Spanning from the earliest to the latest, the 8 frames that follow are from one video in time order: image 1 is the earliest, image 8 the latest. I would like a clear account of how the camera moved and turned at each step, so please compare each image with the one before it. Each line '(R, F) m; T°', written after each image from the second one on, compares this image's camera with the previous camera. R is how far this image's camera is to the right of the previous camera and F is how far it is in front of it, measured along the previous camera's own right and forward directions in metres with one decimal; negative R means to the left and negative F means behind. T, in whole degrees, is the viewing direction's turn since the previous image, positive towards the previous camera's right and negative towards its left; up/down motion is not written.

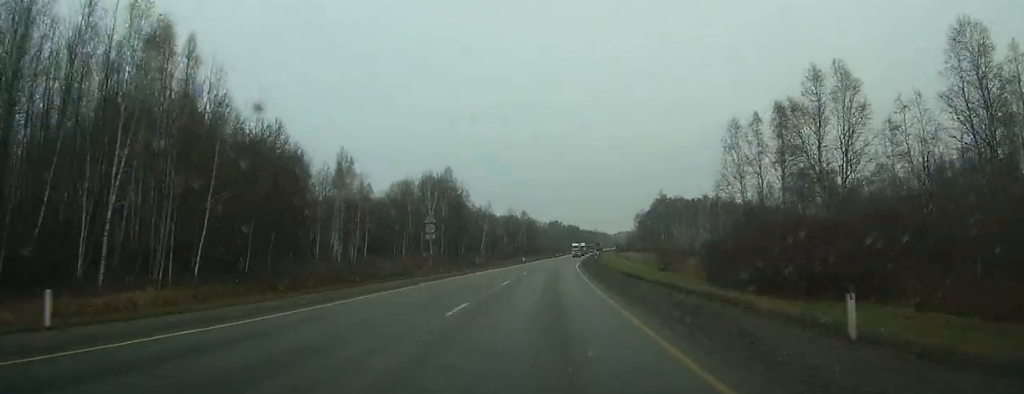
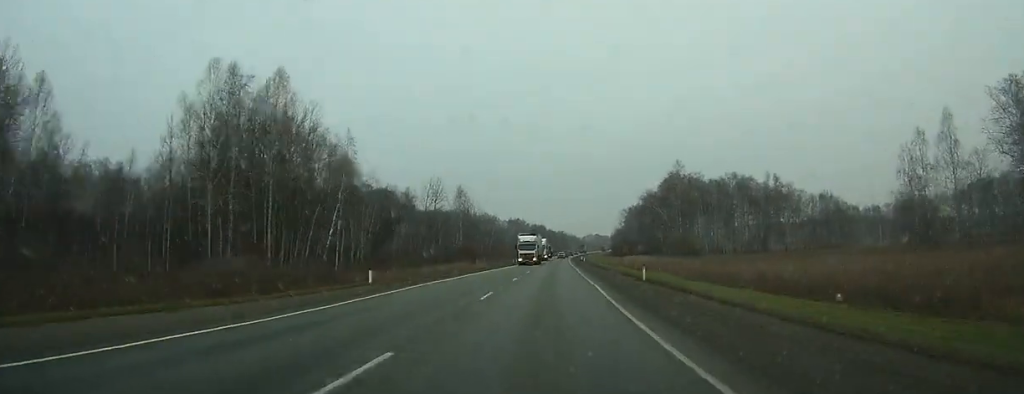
(+1.7, +80.4) m; +3°
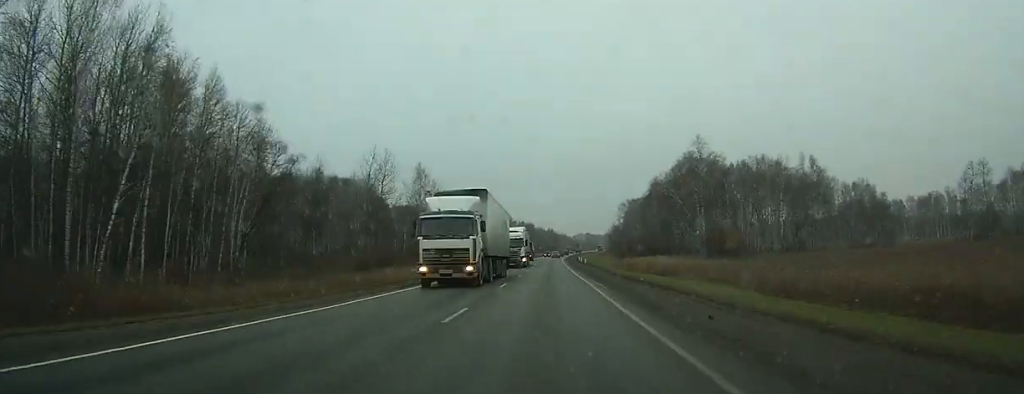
(+0.4, +29.8) m; +1°
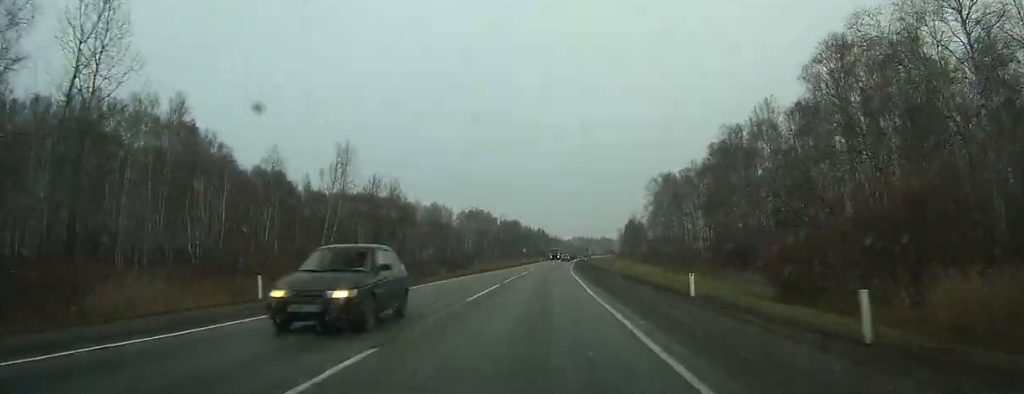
(+1.3, +78.2) m; +2°
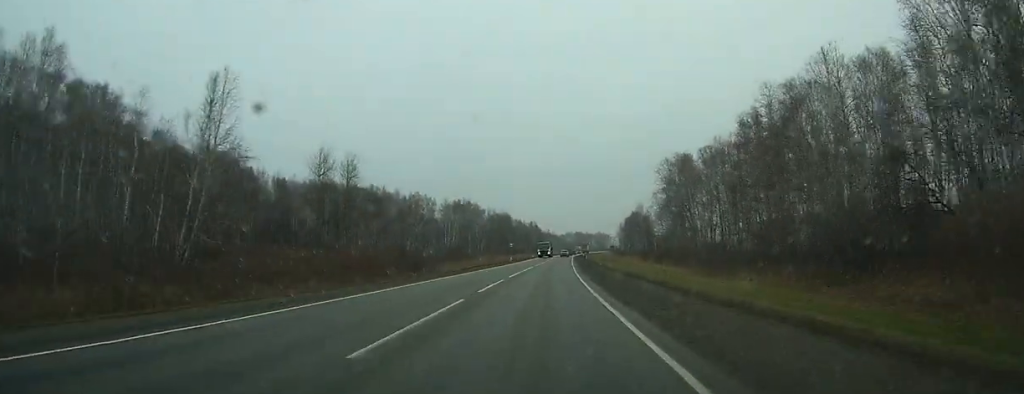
(0.0, +21.7) m; 0°
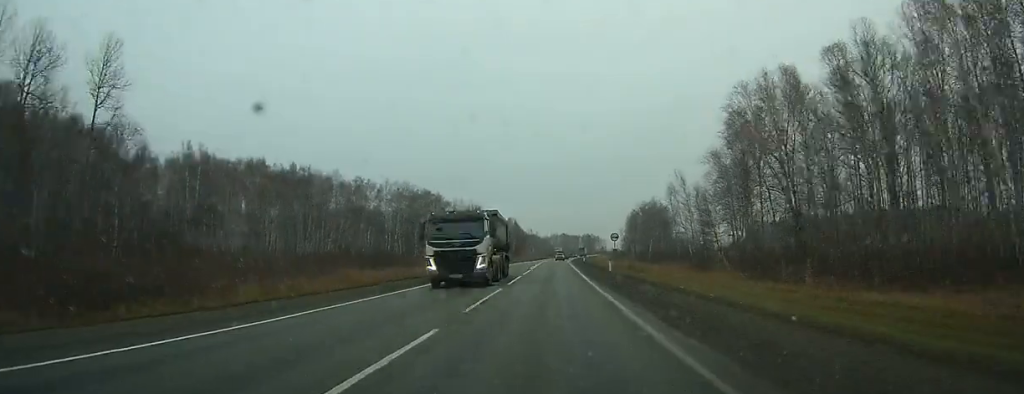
(+0.6, +53.4) m; +2°
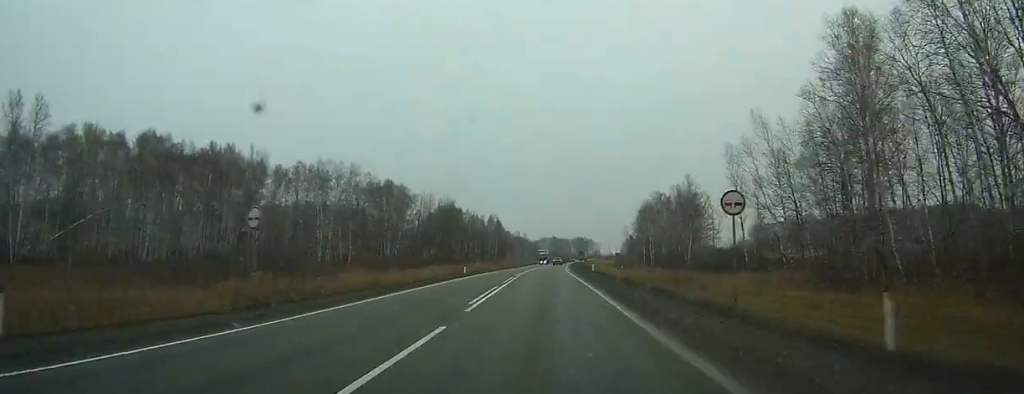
(+0.5, +35.0) m; +1°
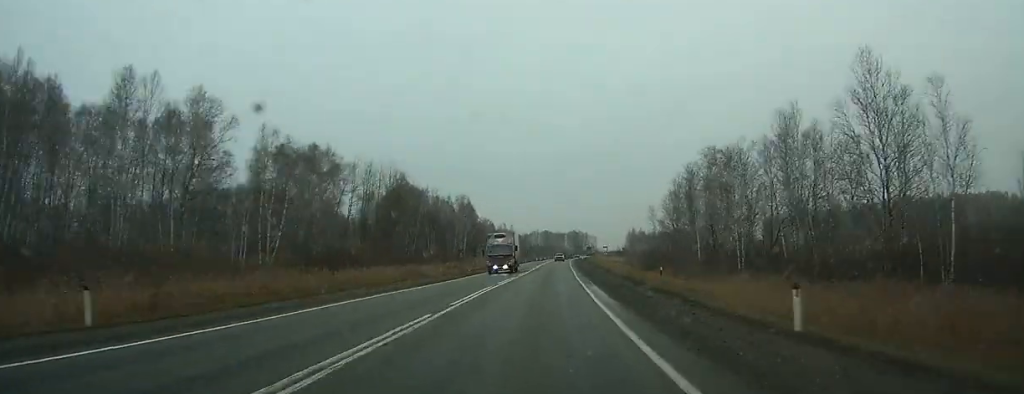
(+0.6, +48.3) m; +1°
